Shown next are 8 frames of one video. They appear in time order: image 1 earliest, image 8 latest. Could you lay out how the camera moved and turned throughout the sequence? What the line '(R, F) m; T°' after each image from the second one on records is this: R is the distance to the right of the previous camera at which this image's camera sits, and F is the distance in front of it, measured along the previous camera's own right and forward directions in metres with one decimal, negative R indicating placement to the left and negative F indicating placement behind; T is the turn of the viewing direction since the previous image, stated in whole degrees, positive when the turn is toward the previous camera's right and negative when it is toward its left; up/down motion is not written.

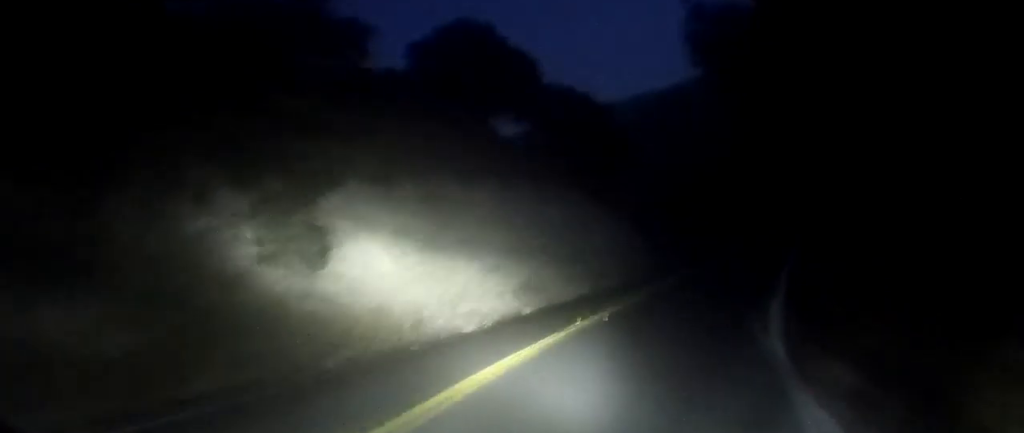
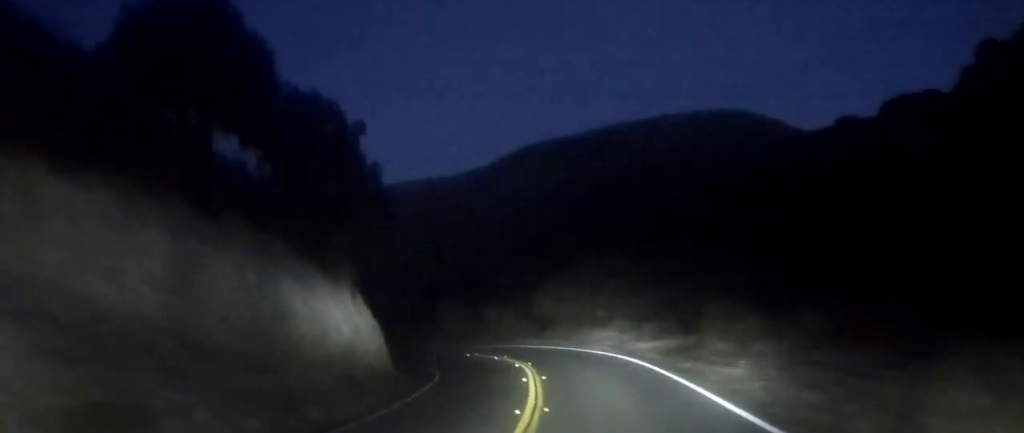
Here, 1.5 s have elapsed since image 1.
(+0.9, +15.4) m; +6°
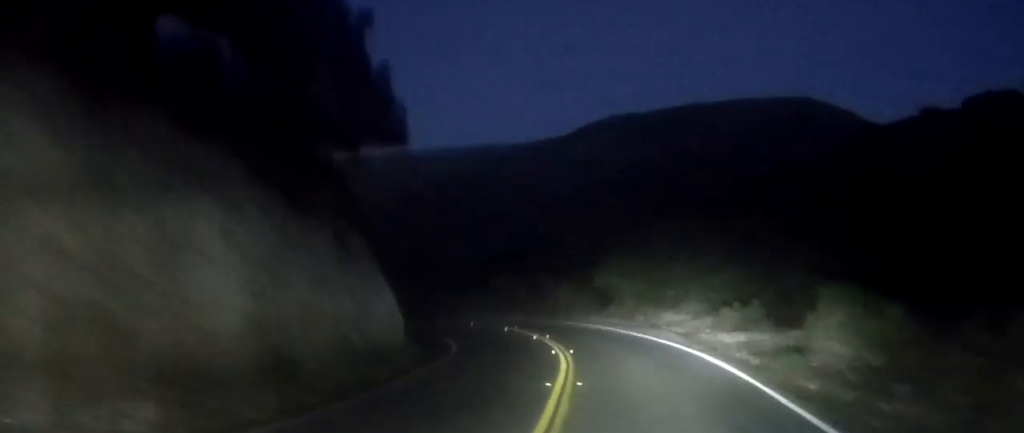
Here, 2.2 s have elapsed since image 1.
(+0.2, +8.4) m; 0°
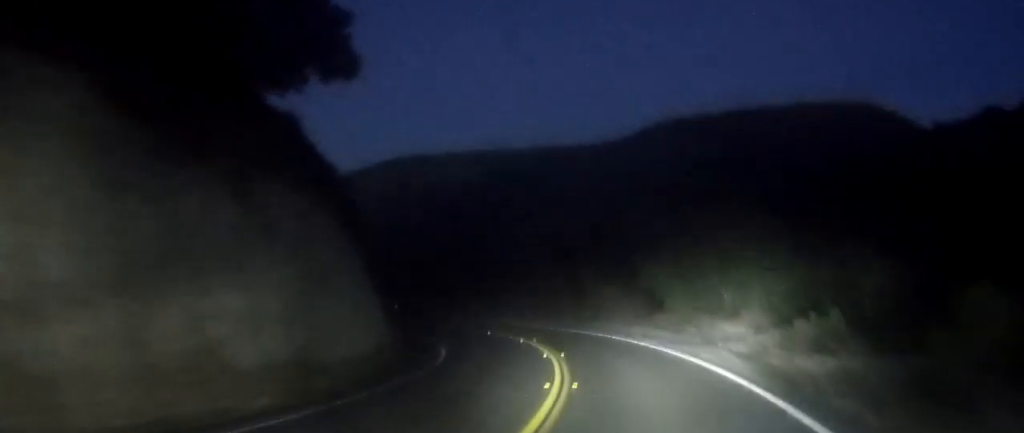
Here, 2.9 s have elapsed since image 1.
(+0.1, +7.5) m; -2°
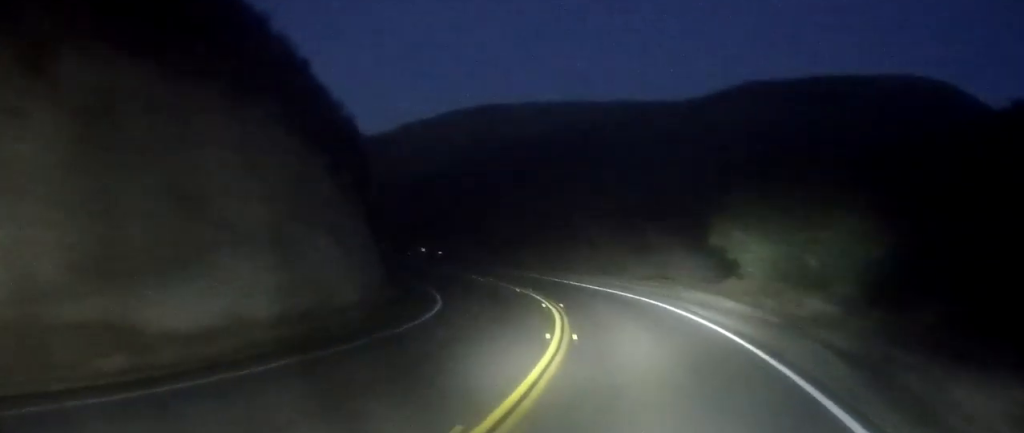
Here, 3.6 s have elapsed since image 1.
(-0.4, +7.8) m; -8°
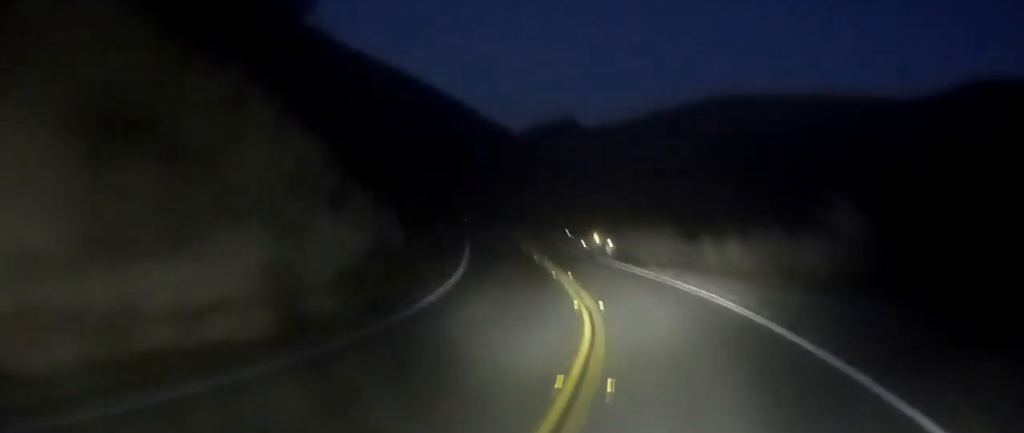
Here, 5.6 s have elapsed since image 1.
(-4.4, +23.4) m; -11°
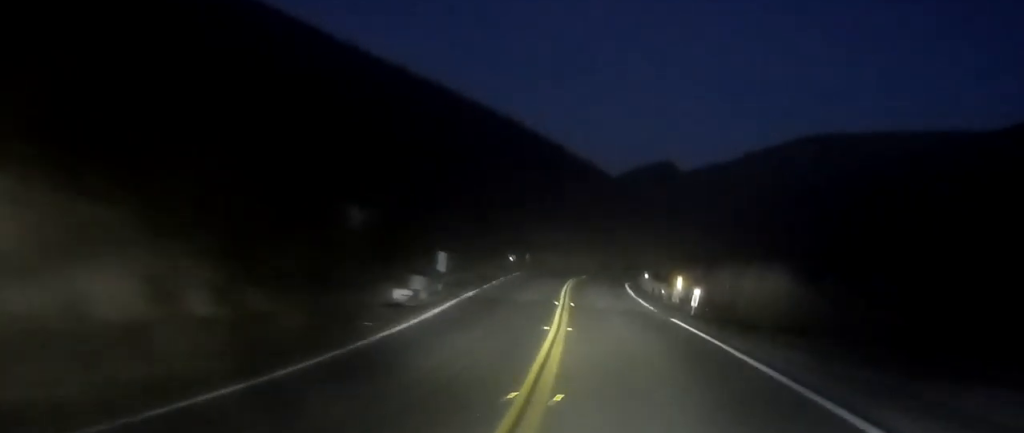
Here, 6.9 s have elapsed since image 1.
(+1.2, +18.2) m; +1°
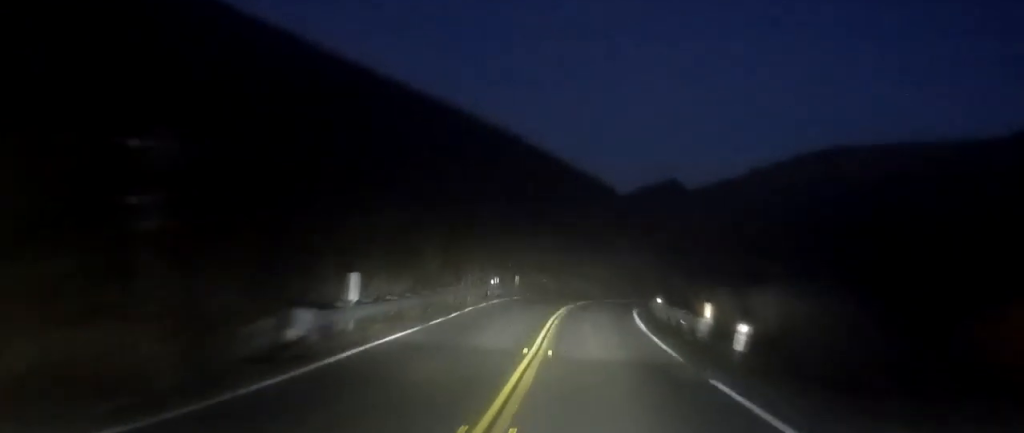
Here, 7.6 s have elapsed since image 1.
(-0.8, +10.5) m; -6°
